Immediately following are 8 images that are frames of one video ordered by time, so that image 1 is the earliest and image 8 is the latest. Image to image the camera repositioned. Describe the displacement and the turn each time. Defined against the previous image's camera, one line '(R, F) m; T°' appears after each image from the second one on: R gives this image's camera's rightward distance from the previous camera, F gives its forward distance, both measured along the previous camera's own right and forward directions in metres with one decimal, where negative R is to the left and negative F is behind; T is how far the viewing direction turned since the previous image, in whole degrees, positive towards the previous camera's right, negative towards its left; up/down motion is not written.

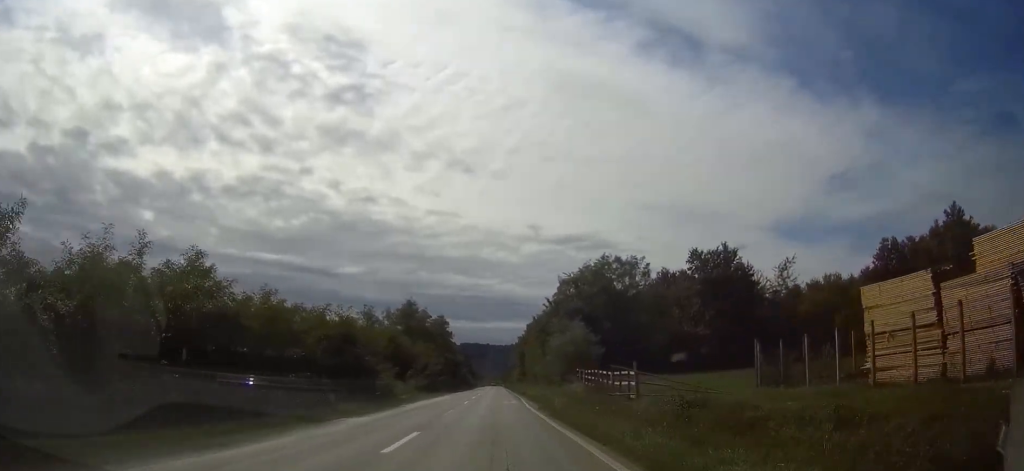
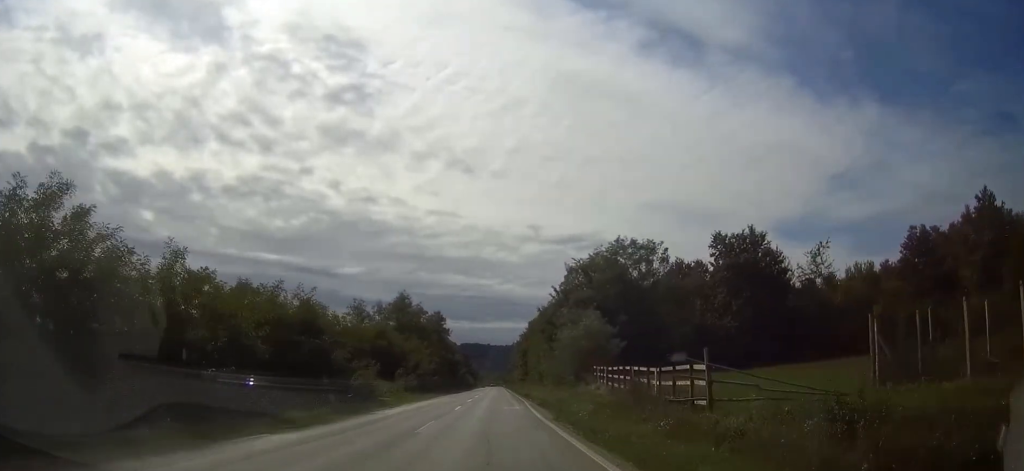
(0.0, +8.9) m; 0°
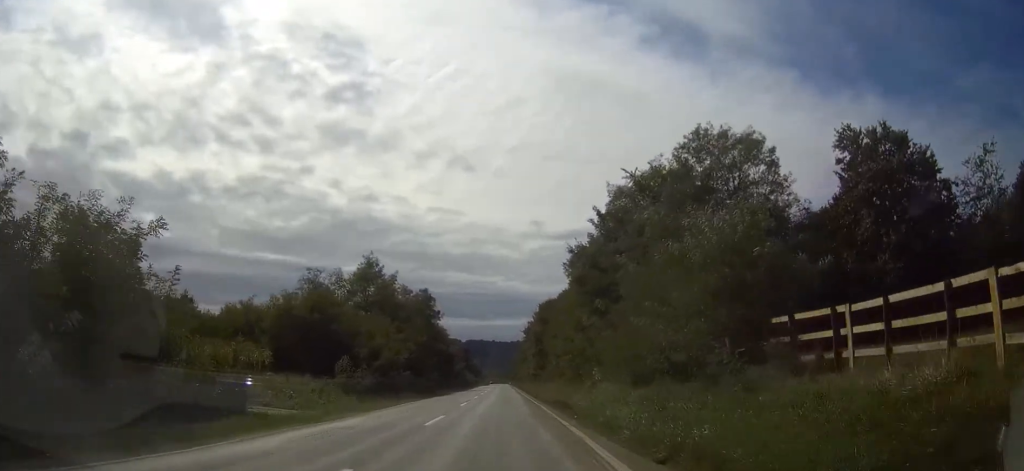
(+0.1, +28.7) m; 0°
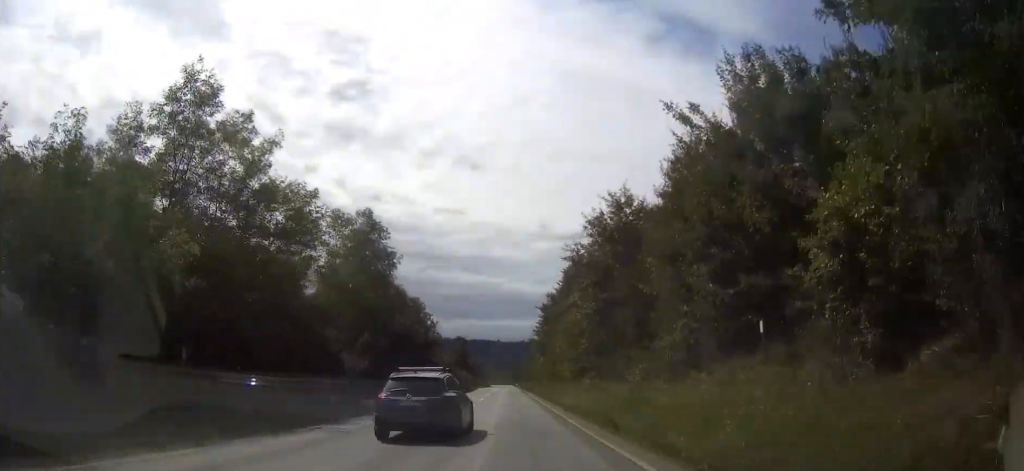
(-0.4, +46.6) m; 0°
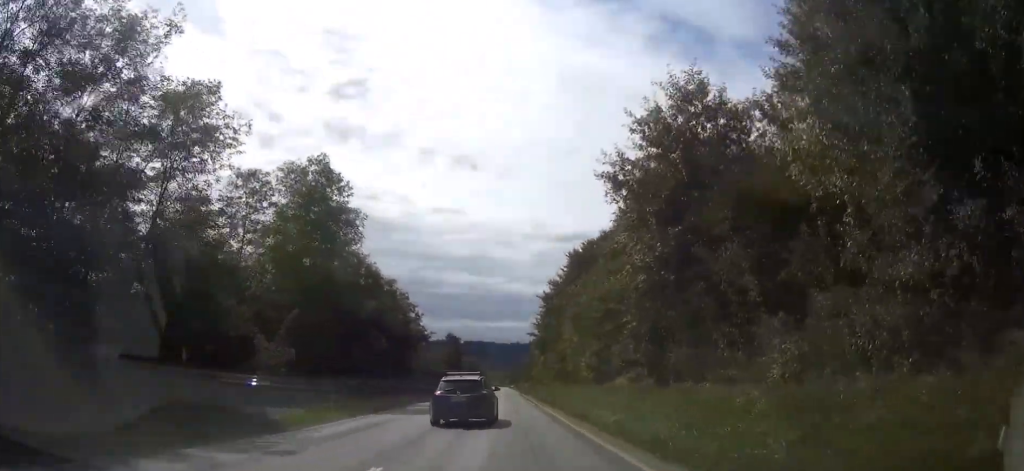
(0.0, +13.4) m; 0°
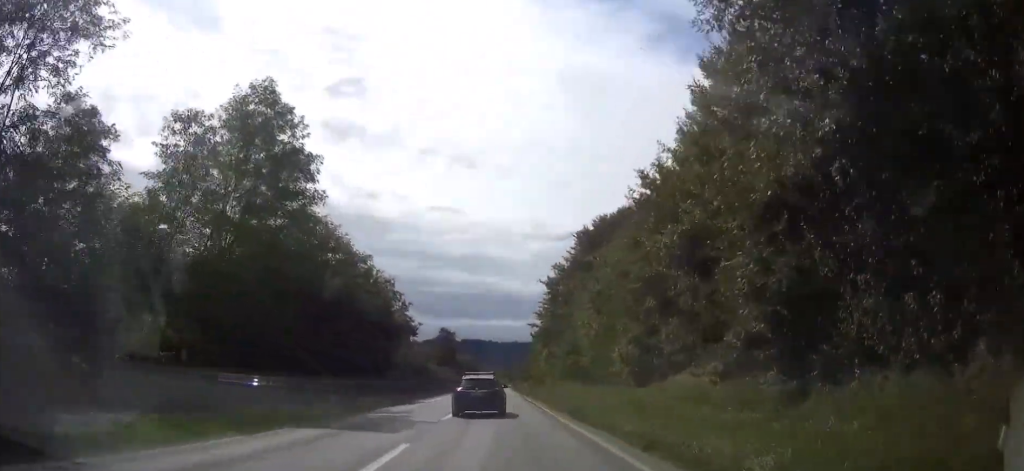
(0.0, +10.7) m; 0°
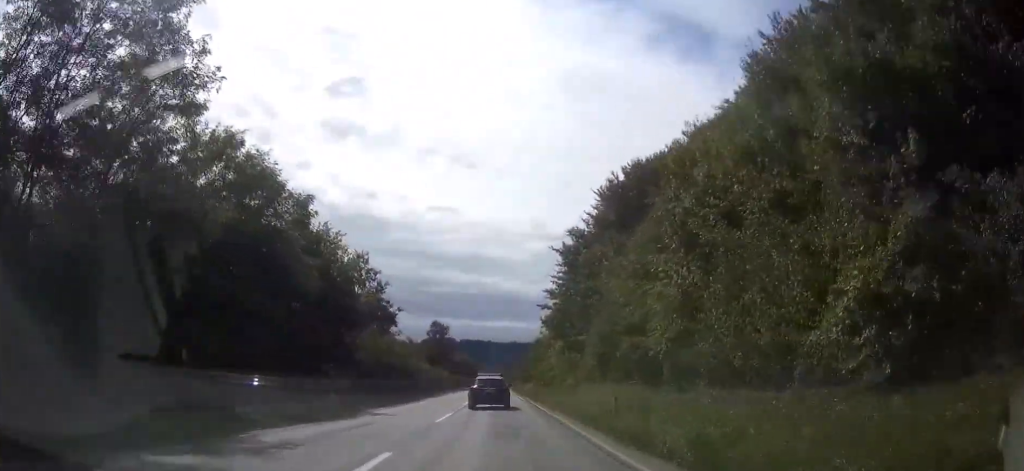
(+0.1, +16.8) m; 0°
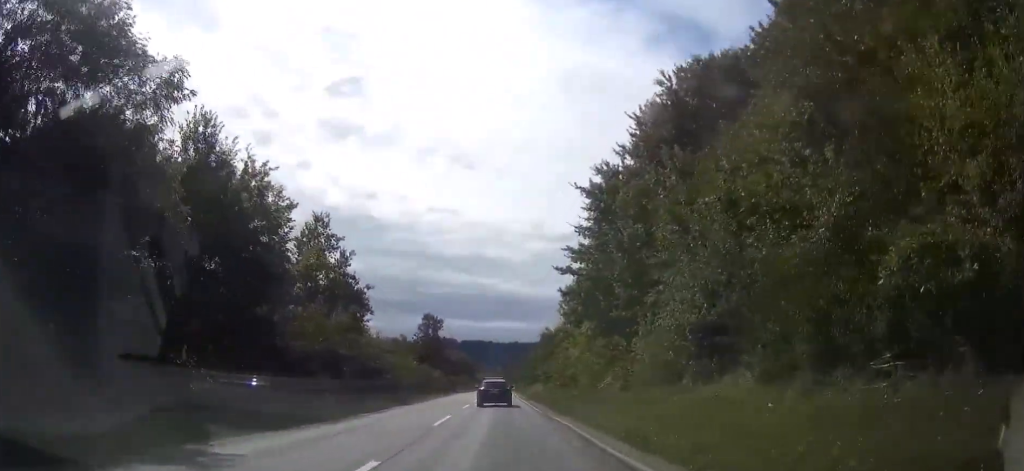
(-0.1, +16.2) m; 0°
